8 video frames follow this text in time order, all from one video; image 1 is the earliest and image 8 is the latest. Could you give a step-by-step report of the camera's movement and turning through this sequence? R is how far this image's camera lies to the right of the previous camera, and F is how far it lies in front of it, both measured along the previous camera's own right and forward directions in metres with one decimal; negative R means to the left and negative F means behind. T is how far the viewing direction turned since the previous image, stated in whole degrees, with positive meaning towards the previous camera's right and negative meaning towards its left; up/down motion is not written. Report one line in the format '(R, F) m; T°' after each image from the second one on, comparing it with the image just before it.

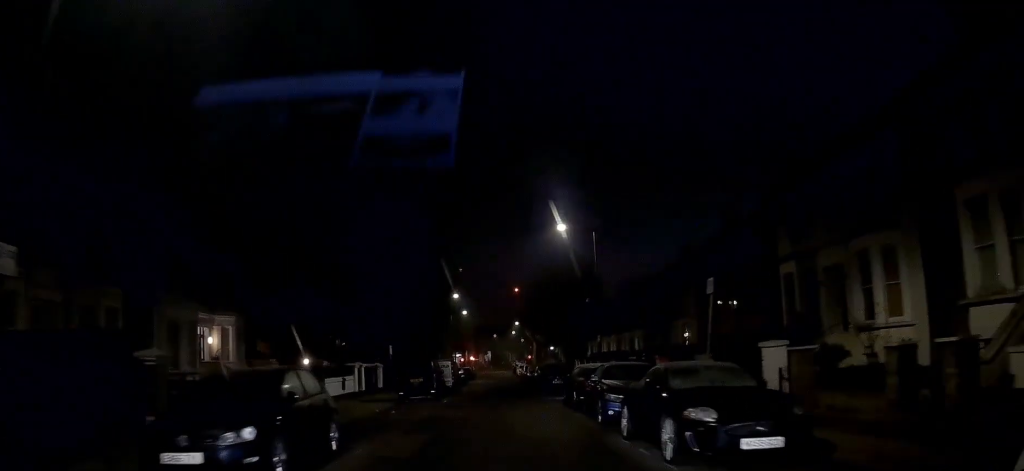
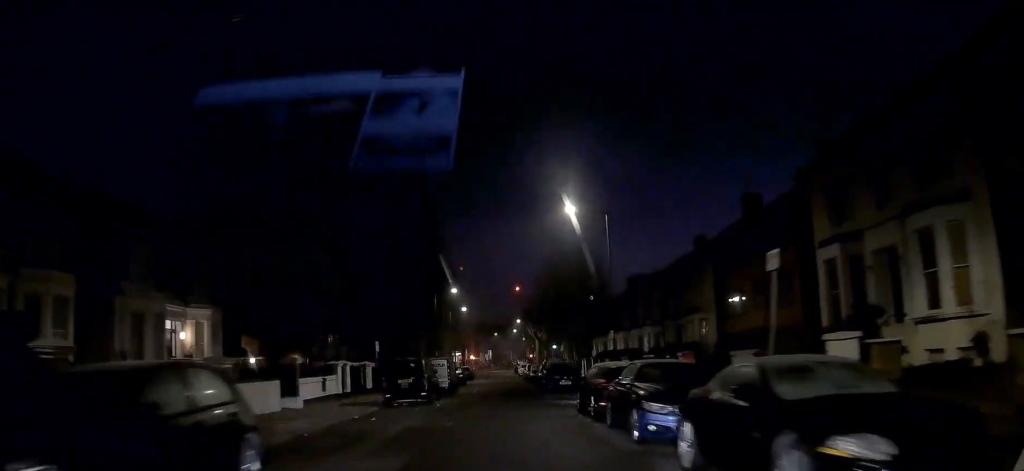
(0.0, +3.5) m; -1°
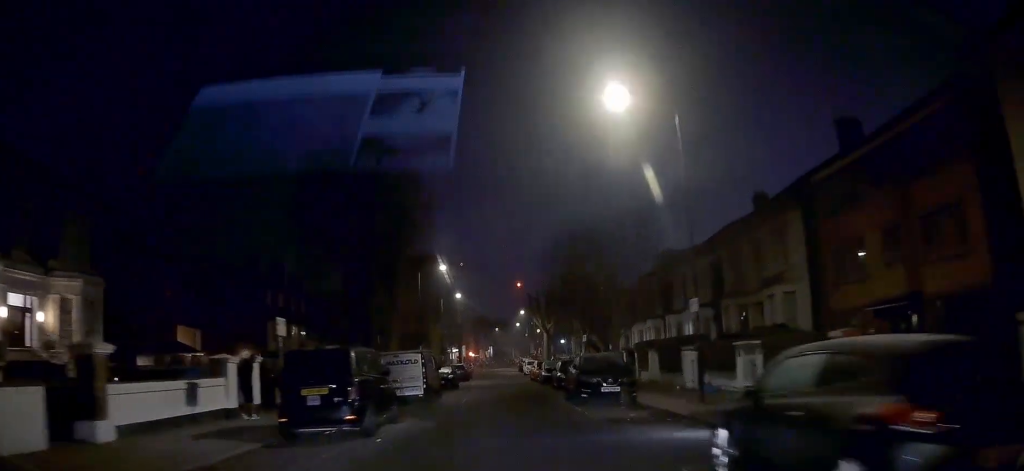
(-0.4, +11.7) m; -1°
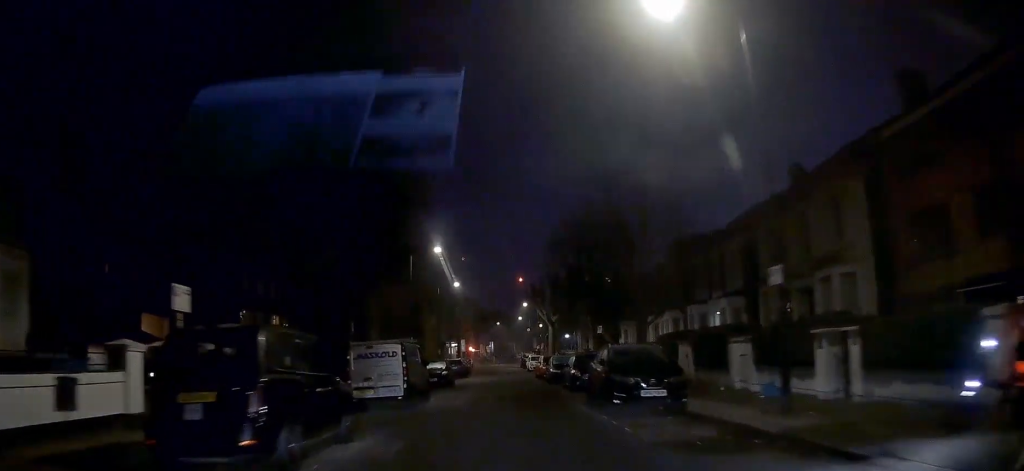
(+0.1, +4.9) m; +1°
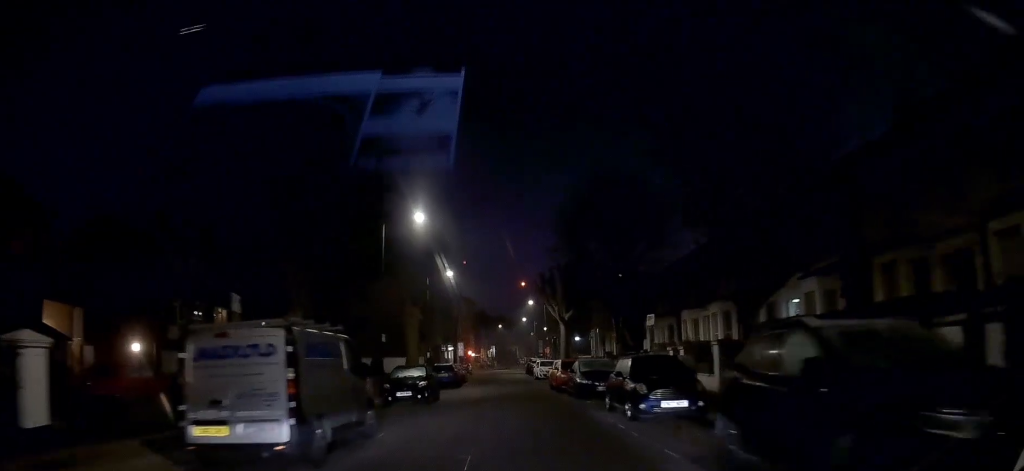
(+0.2, +9.9) m; +1°
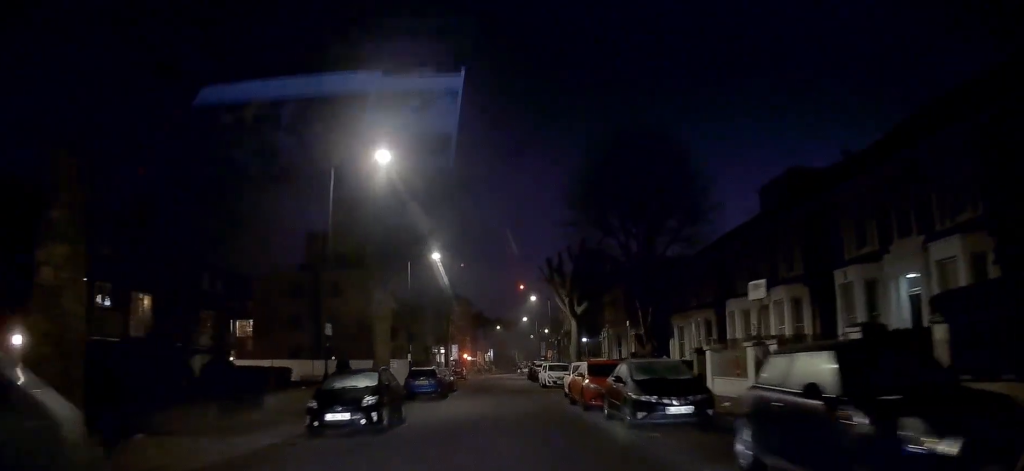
(-0.1, +8.9) m; -3°
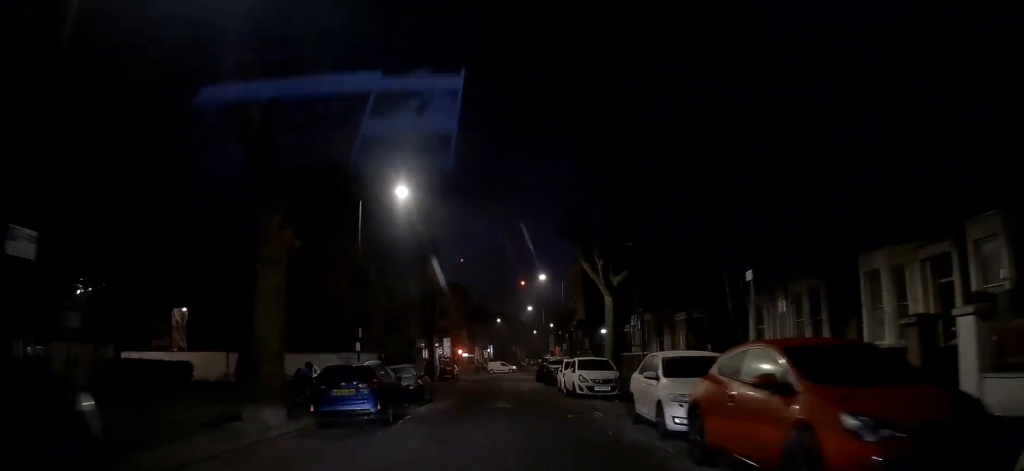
(-0.3, +13.6) m; 0°
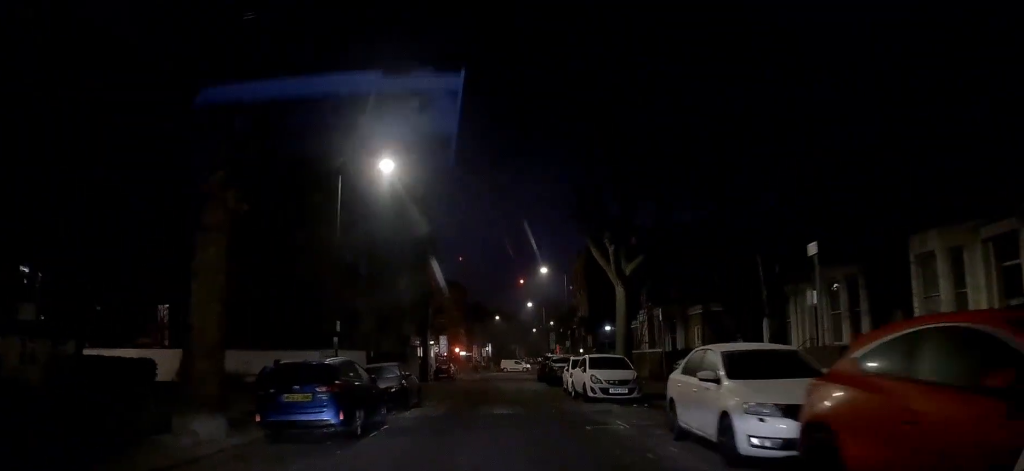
(+0.1, +3.1) m; +1°
